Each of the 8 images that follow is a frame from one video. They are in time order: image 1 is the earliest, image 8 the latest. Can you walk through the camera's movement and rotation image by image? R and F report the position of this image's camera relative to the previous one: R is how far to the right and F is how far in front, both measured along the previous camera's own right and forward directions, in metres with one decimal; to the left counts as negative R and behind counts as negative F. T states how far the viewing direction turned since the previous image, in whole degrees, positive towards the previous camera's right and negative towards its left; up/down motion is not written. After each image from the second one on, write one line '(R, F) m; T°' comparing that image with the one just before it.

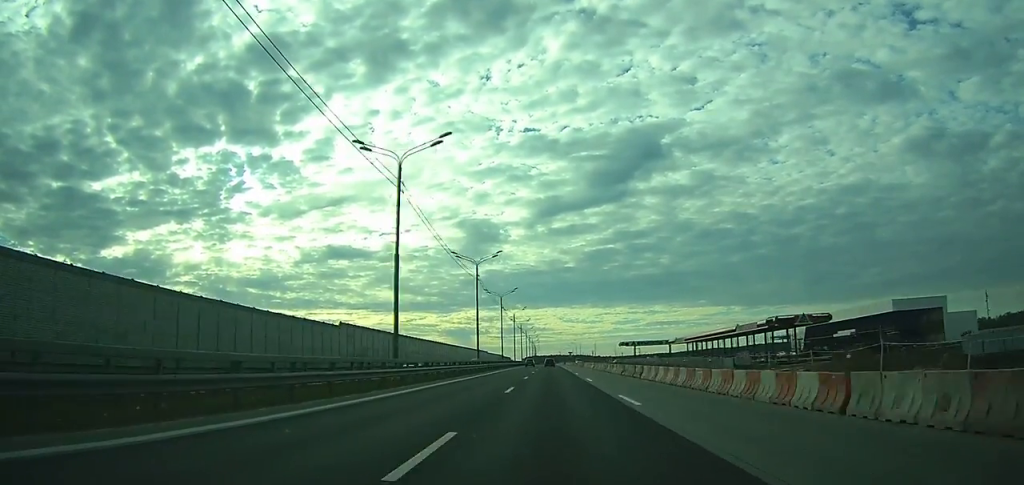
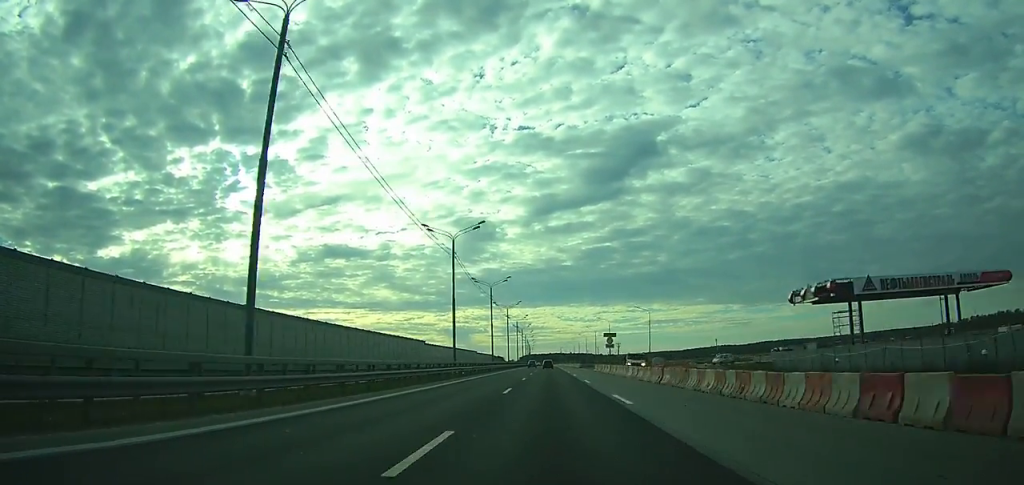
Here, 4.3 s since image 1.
(+0.2, +124.3) m; 0°
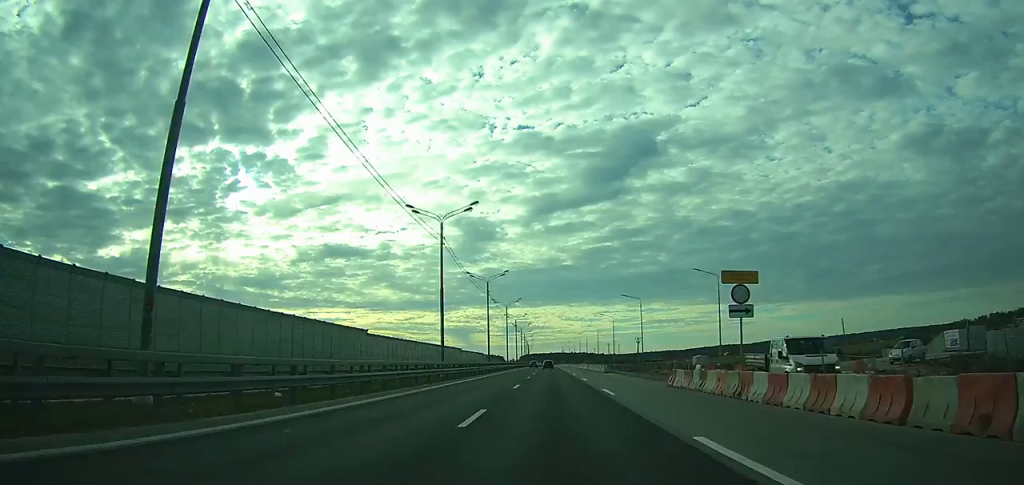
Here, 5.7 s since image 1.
(+0.1, +43.1) m; 0°
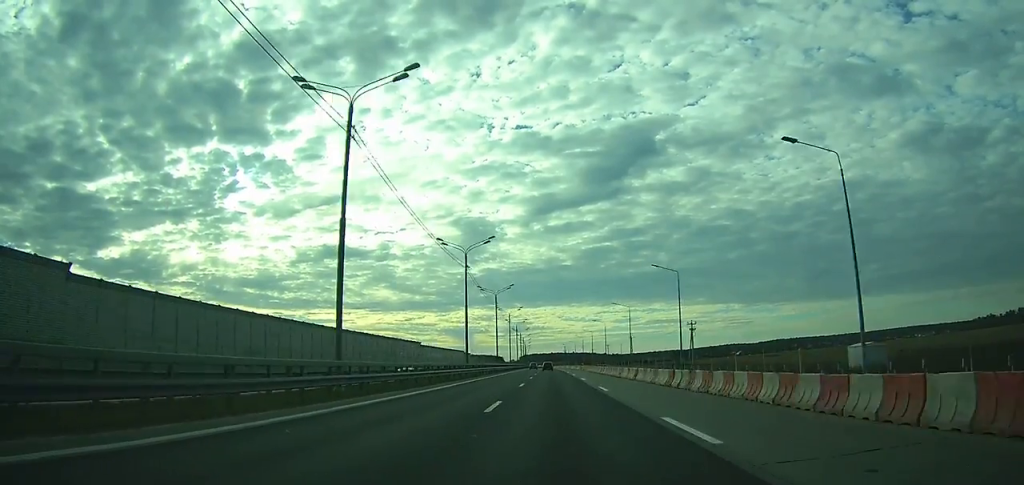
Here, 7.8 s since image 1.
(+0.1, +63.9) m; 0°
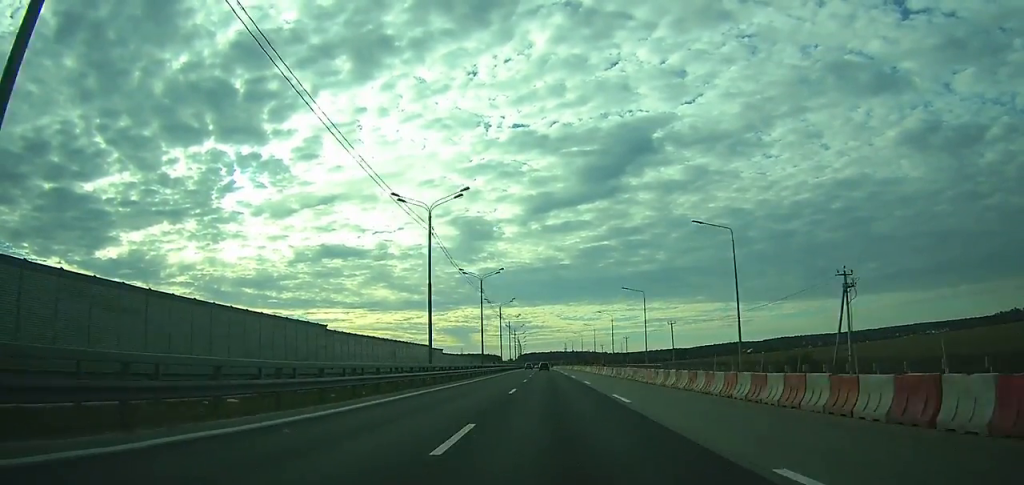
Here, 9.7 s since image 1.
(-0.1, +61.1) m; 0°
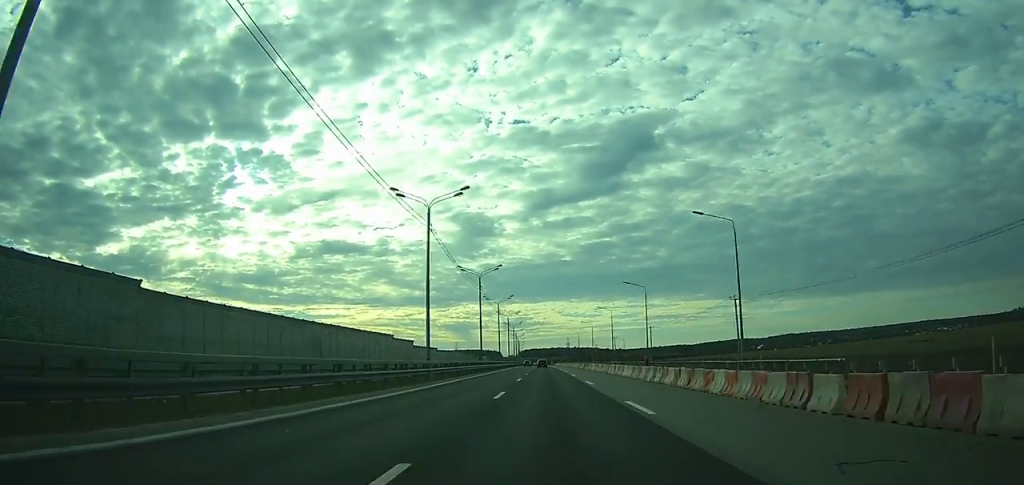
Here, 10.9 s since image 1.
(0.0, +41.5) m; 0°
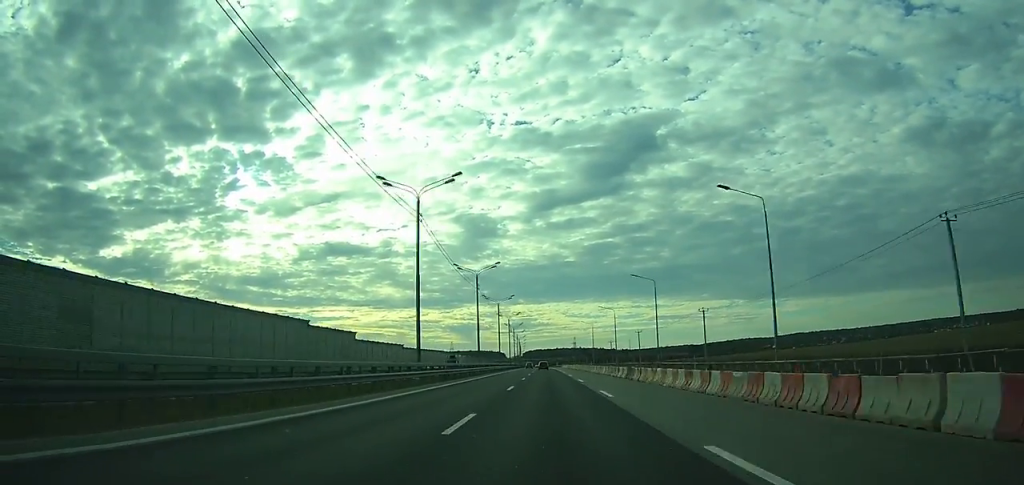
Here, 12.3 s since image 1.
(-0.1, +44.3) m; 0°
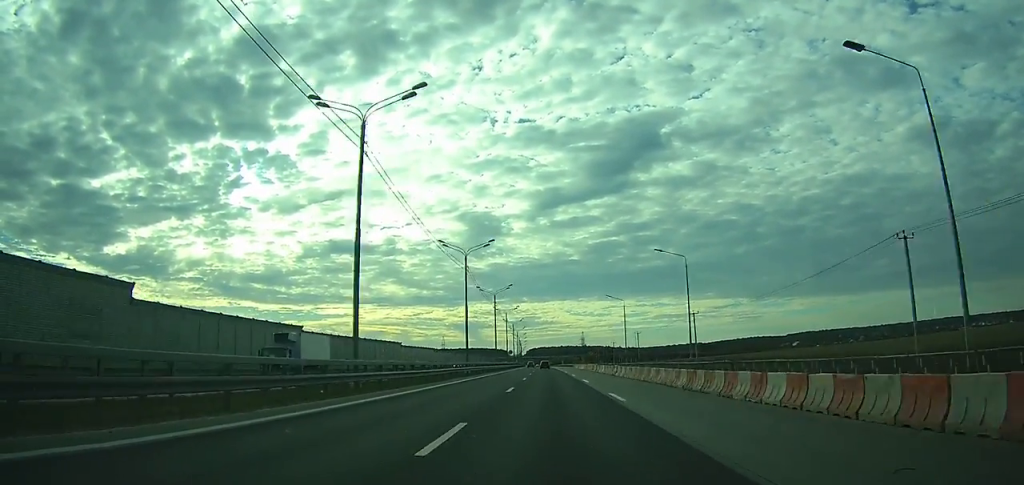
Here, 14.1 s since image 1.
(-0.1, +50.6) m; 0°
